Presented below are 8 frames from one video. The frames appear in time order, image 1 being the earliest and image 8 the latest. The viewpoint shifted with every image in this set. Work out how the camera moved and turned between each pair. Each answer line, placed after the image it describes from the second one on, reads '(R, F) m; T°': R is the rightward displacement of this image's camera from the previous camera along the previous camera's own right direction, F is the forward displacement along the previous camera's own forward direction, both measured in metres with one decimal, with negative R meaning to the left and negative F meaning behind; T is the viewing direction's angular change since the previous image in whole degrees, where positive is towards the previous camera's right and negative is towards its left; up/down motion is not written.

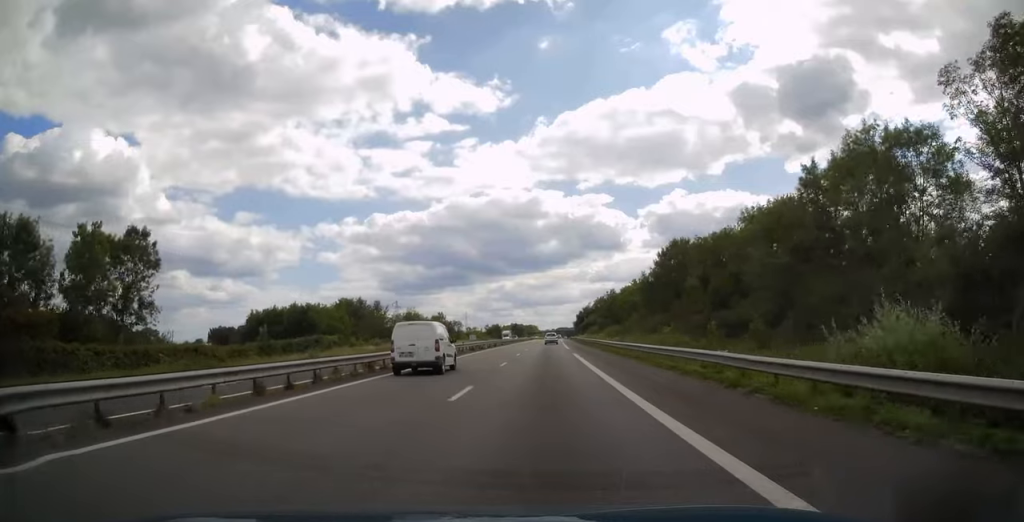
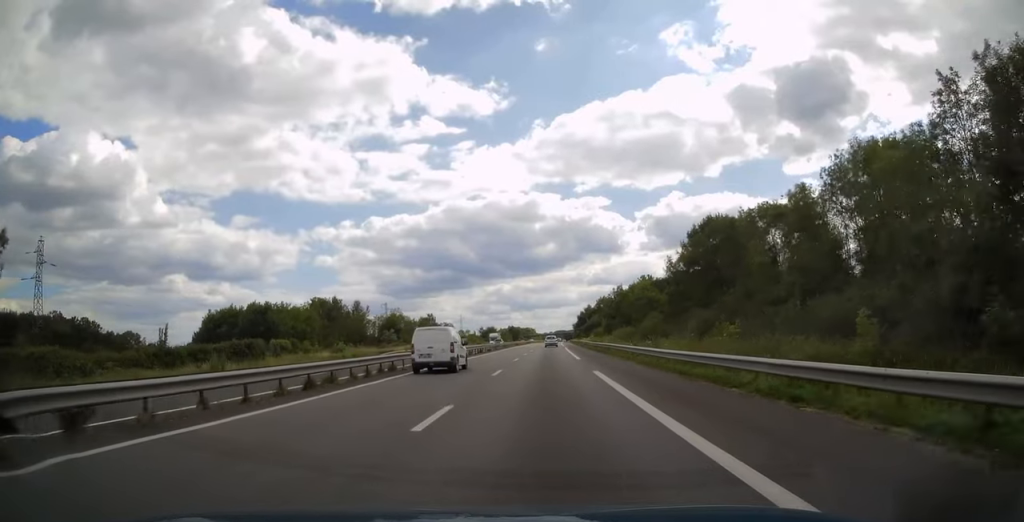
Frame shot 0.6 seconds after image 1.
(0.0, +16.6) m; 0°
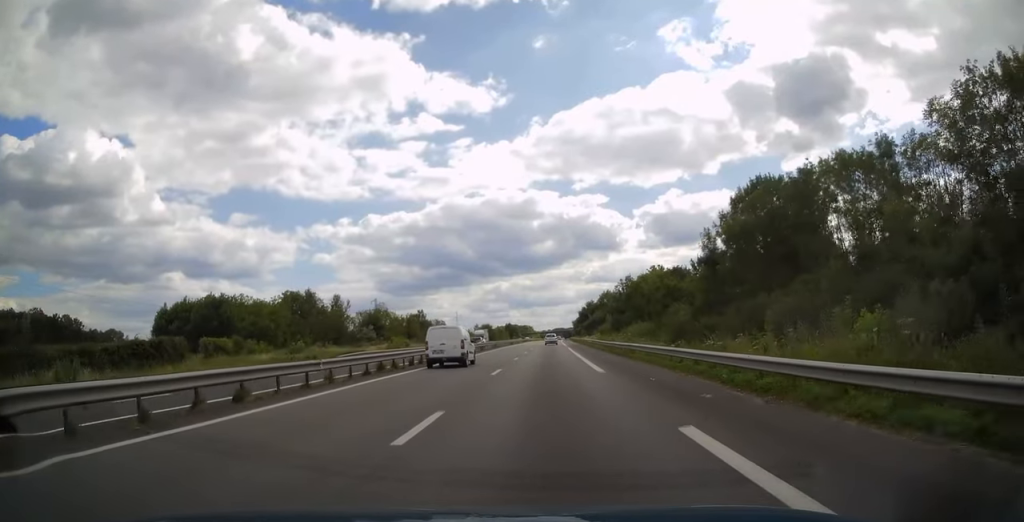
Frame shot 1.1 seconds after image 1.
(-0.1, +14.2) m; 0°
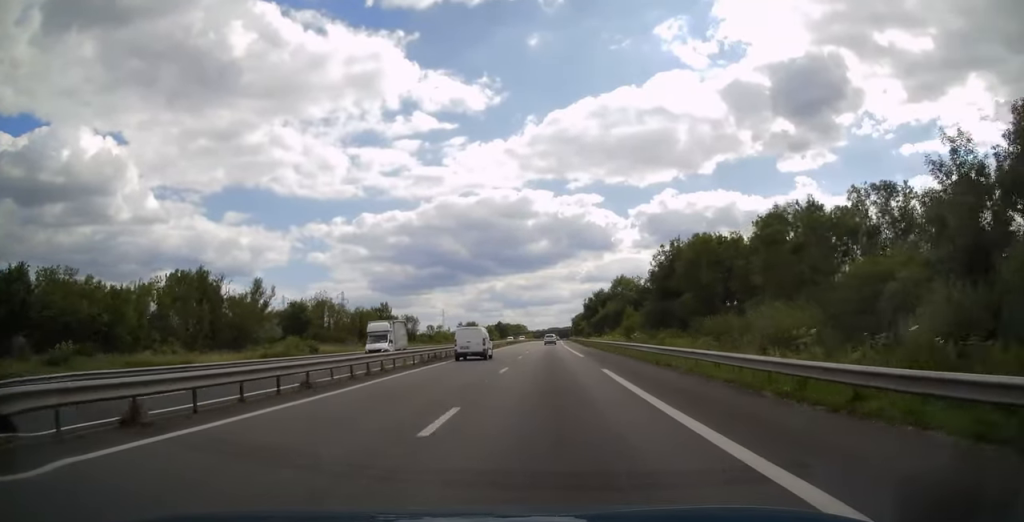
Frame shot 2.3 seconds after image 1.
(+0.4, +38.1) m; +1°
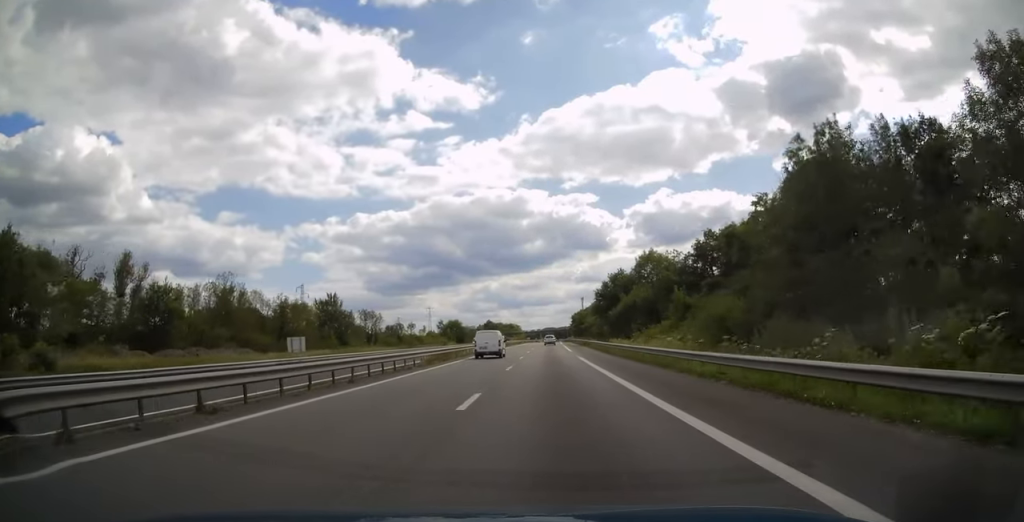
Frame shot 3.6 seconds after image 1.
(-0.1, +35.7) m; 0°
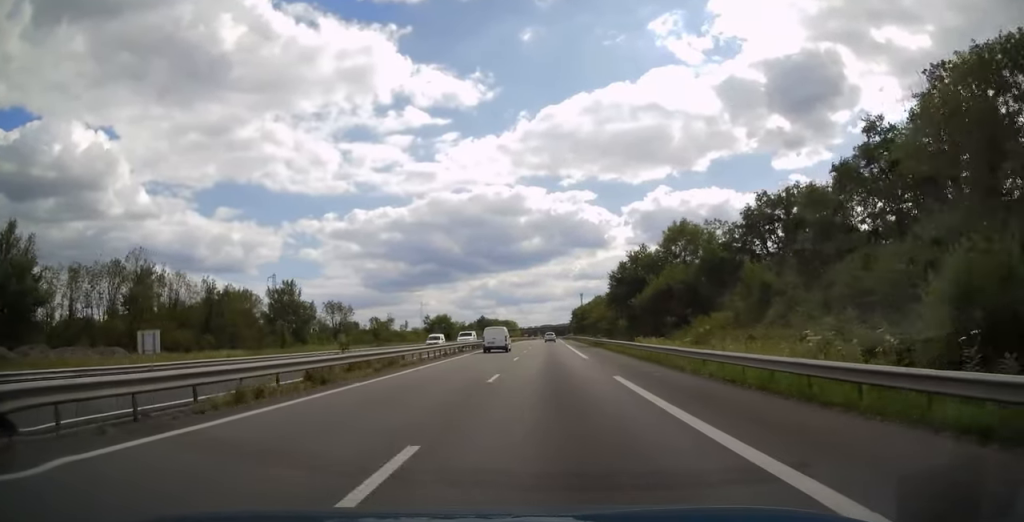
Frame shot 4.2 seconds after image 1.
(+0.1, +20.0) m; 0°
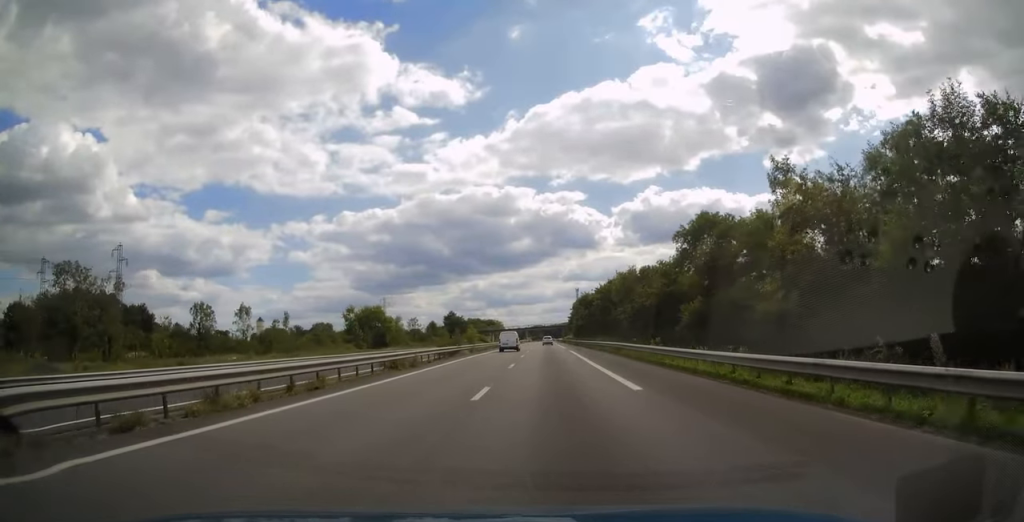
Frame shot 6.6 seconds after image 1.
(+0.6, +68.7) m; +1°
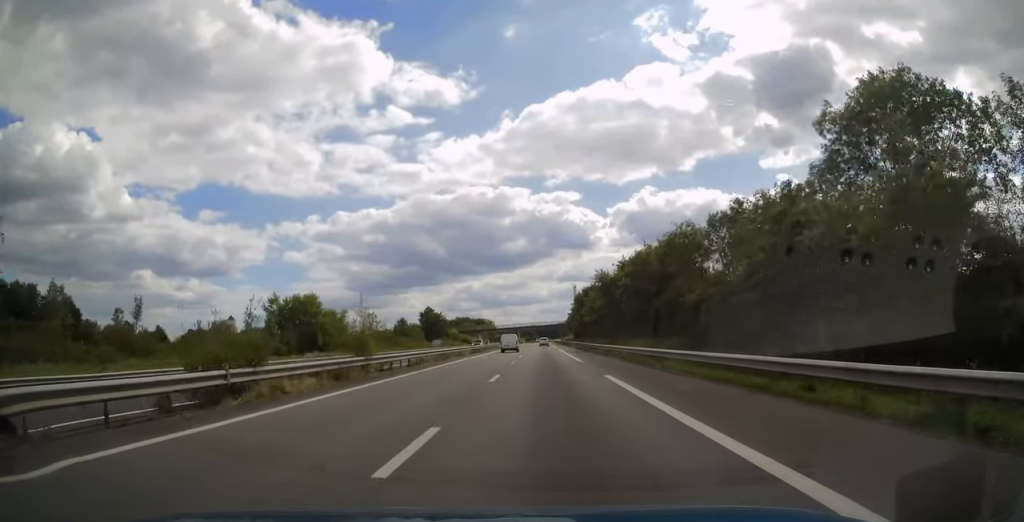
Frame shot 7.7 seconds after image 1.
(0.0, +33.3) m; 0°
